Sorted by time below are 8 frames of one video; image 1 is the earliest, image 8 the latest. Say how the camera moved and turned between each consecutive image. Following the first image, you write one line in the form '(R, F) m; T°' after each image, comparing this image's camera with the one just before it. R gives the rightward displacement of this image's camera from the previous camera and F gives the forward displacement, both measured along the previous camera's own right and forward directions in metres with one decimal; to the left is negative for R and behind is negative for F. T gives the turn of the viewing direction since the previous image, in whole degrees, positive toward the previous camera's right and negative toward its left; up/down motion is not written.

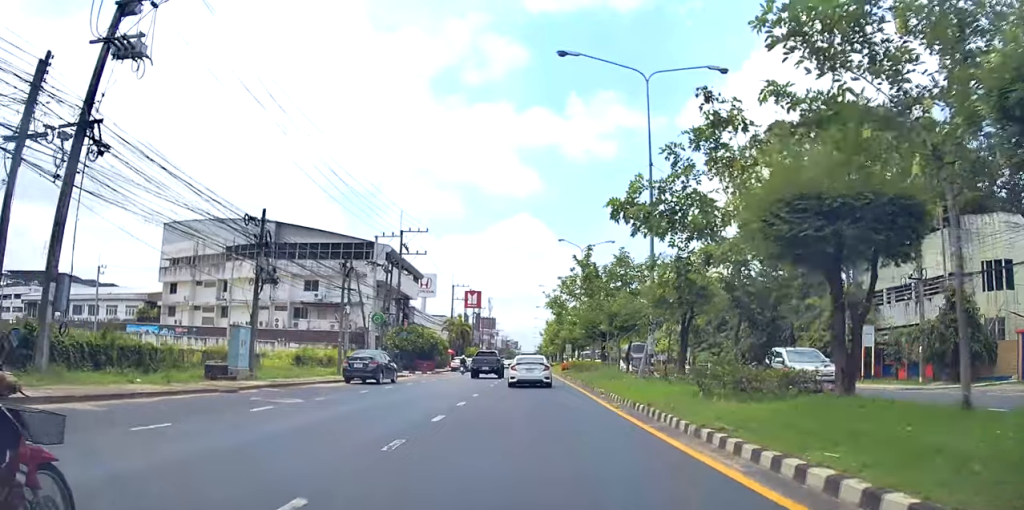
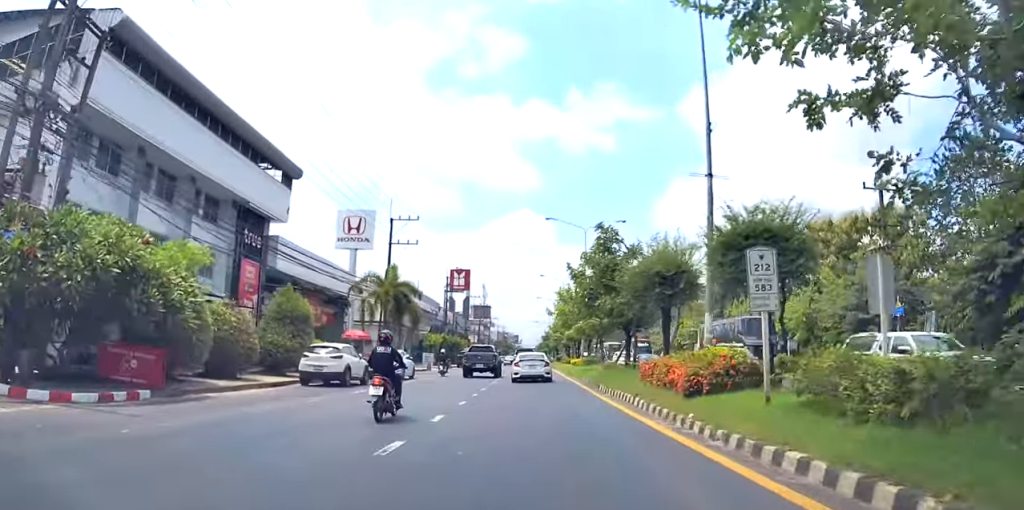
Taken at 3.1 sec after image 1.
(-2.0, +46.1) m; -1°
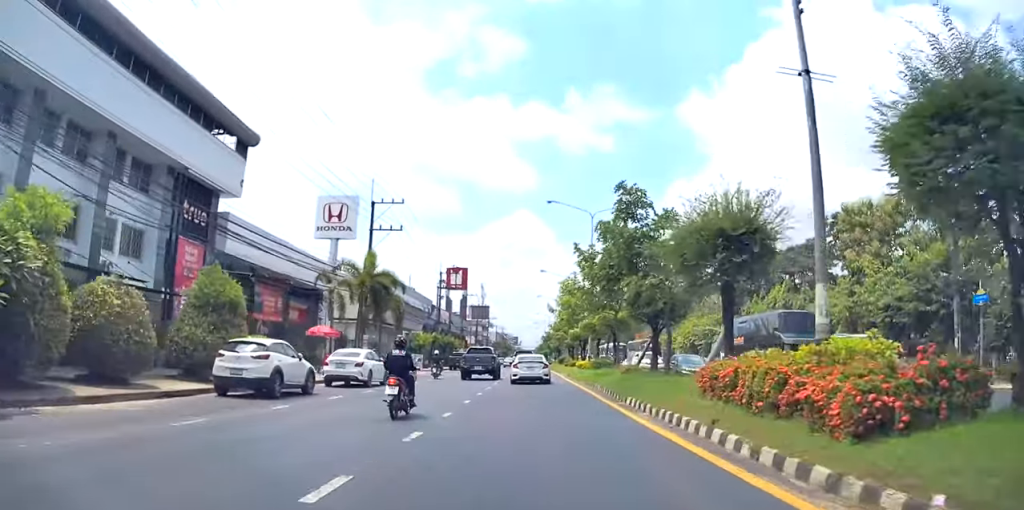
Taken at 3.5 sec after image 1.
(-0.1, +6.6) m; +2°
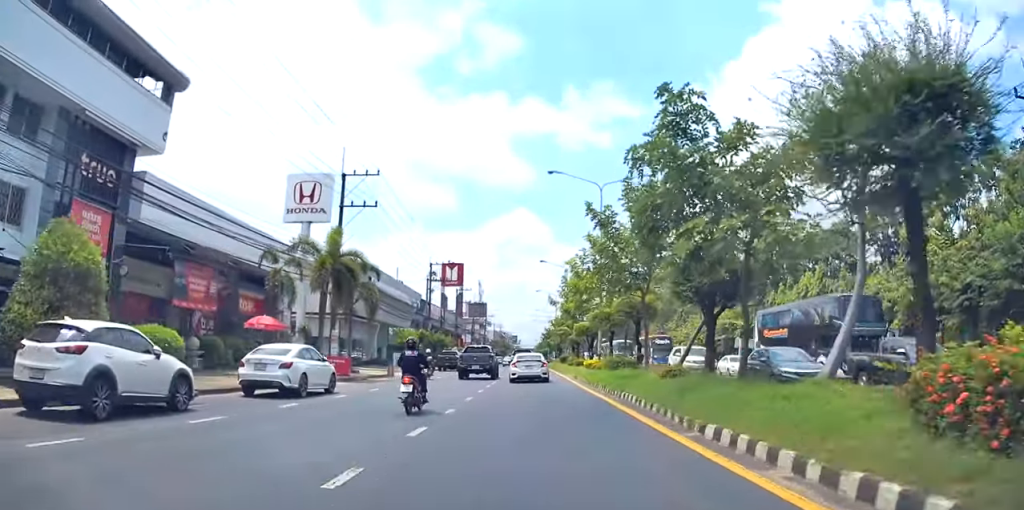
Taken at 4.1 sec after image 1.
(+0.3, +7.3) m; 0°
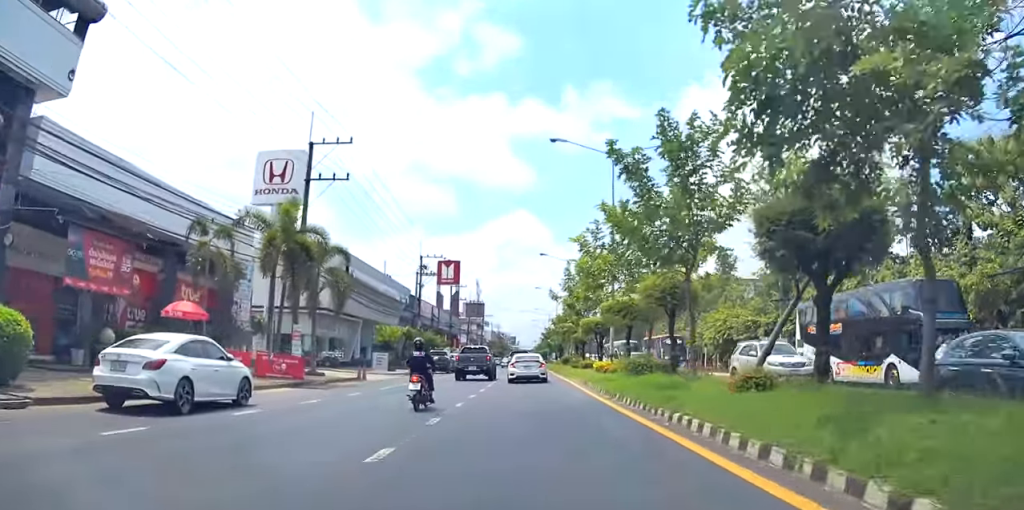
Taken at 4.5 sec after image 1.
(+0.5, +6.3) m; -1°
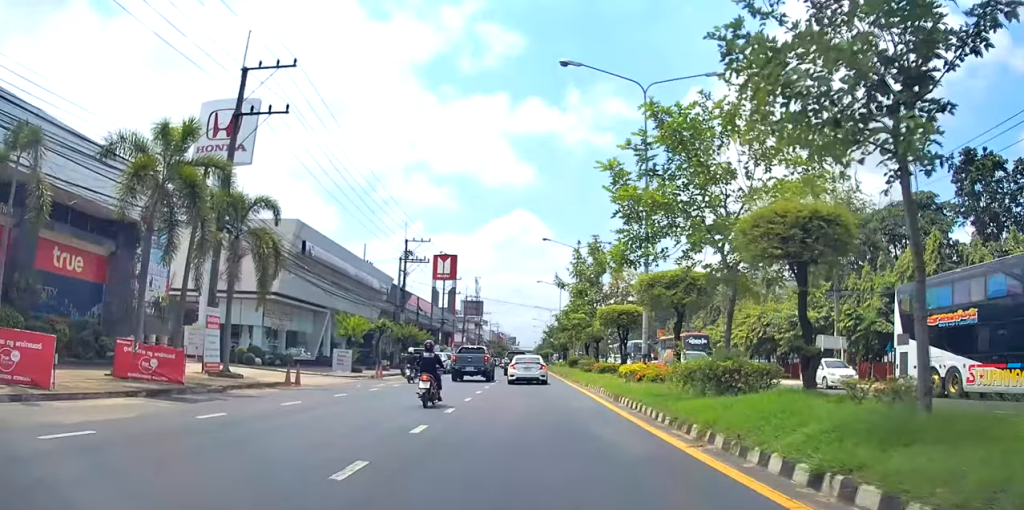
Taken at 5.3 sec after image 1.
(-0.6, +9.4) m; -2°
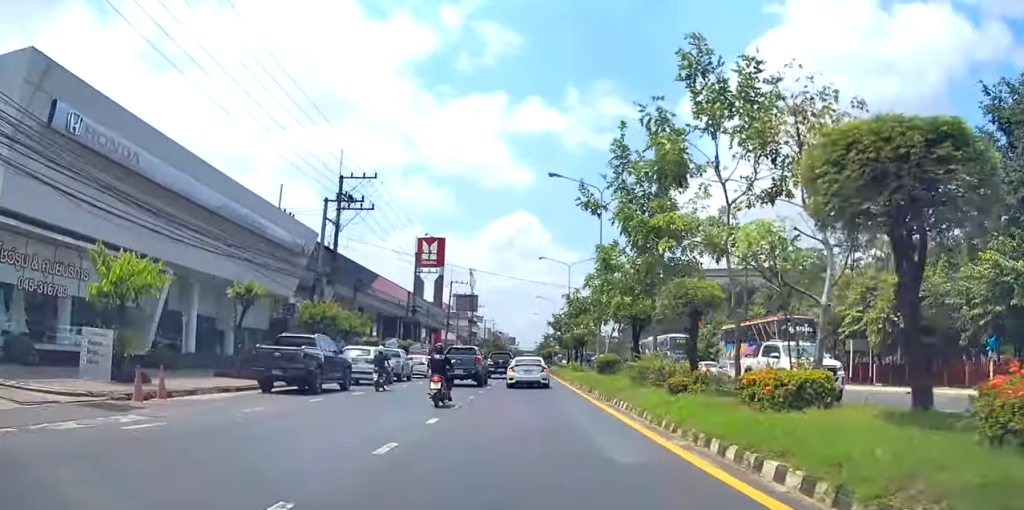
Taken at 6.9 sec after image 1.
(-0.2, +22.4) m; +1°
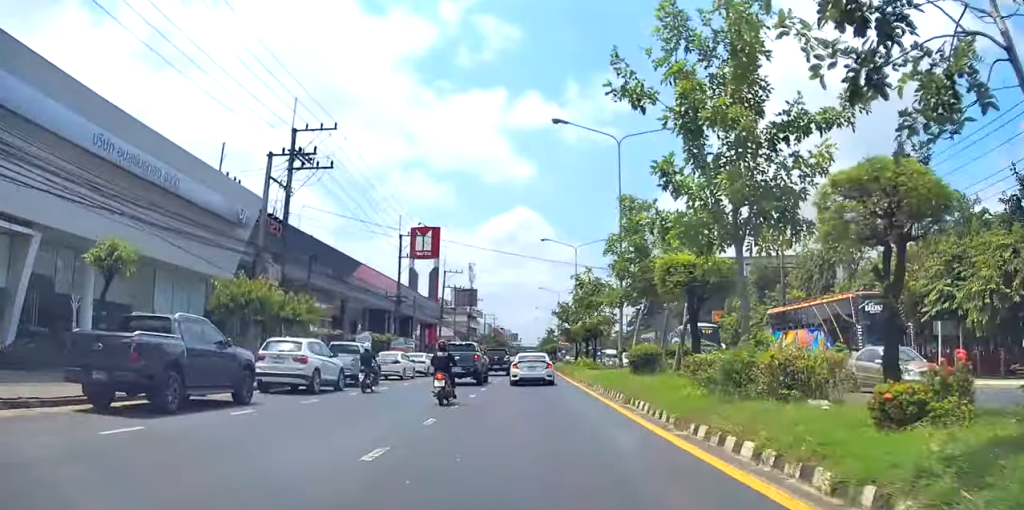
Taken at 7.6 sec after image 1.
(0.0, +8.5) m; 0°
